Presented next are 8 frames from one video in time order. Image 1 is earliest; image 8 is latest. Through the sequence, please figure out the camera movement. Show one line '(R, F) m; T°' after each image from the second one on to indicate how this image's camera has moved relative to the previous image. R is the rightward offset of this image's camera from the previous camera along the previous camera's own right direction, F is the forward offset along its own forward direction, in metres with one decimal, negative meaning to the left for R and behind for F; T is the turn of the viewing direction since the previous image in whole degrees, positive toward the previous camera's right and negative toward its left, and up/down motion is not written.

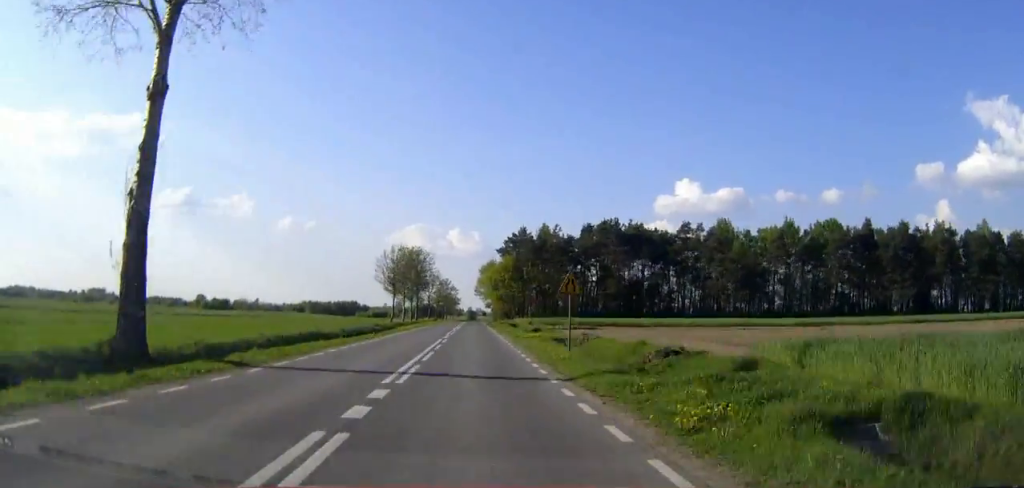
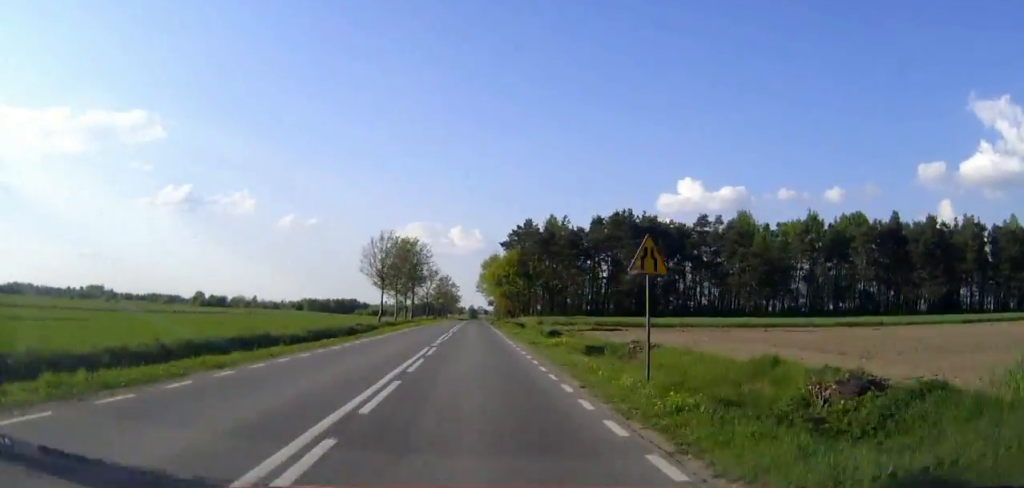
(0.0, +10.4) m; 0°
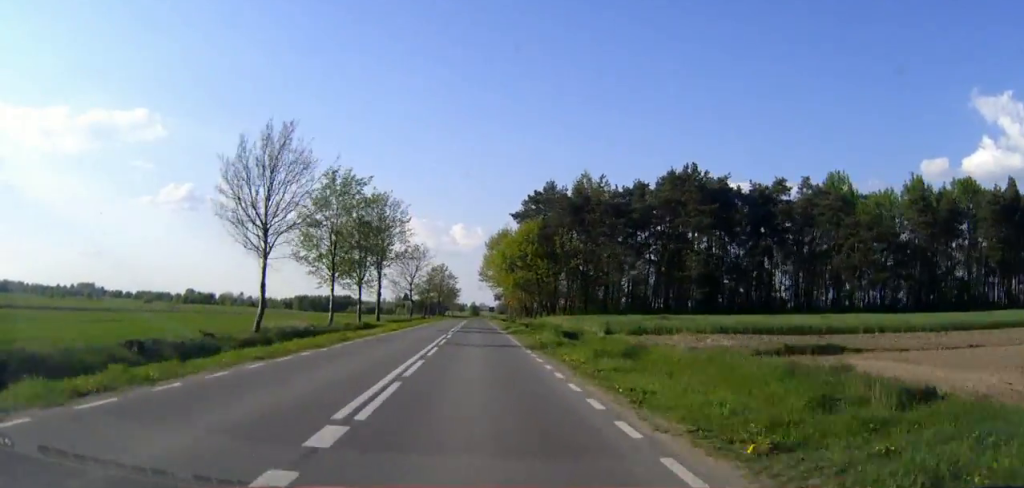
(0.0, +37.3) m; 0°
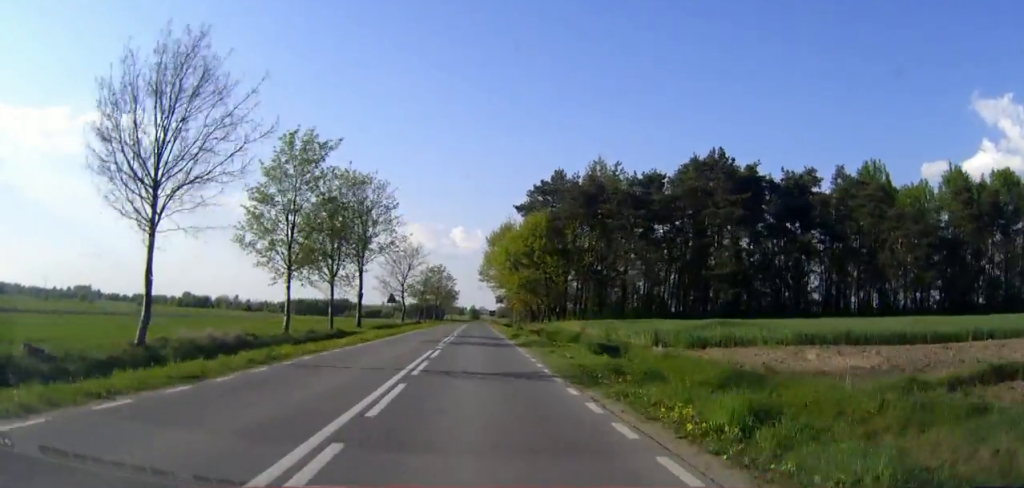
(0.0, +10.6) m; 0°
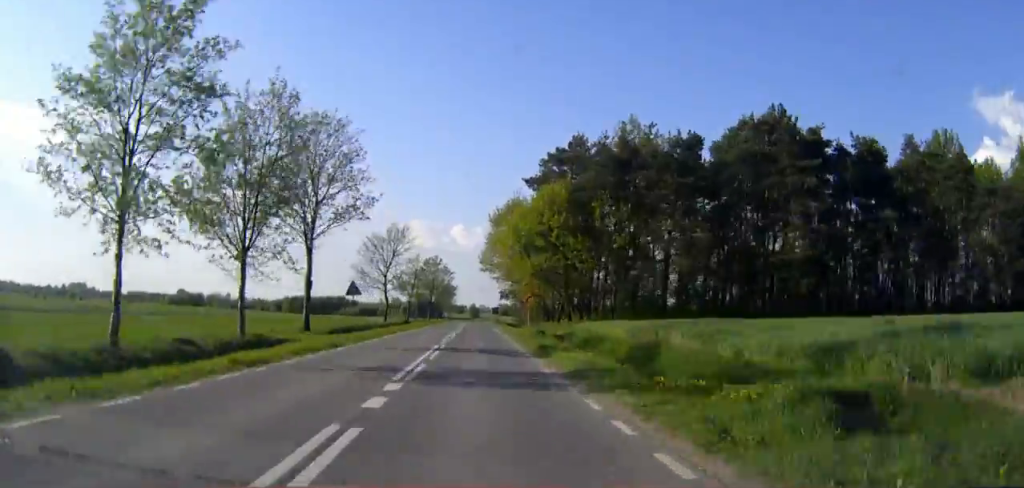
(0.0, +17.0) m; 0°
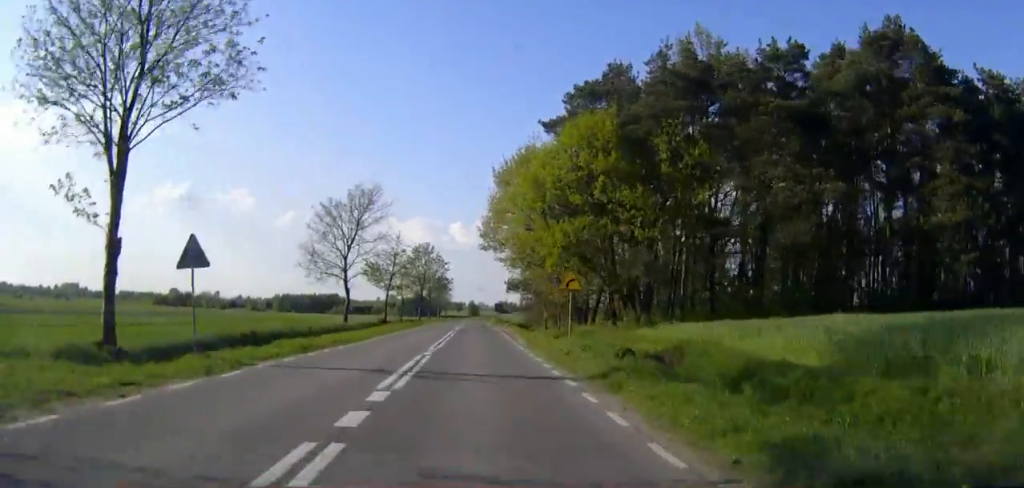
(0.0, +21.1) m; 0°
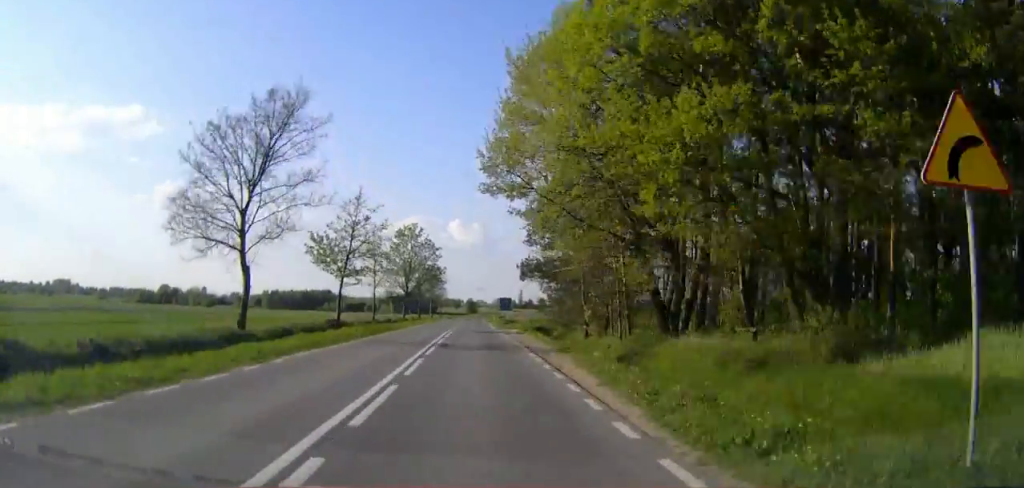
(0.0, +22.0) m; 0°
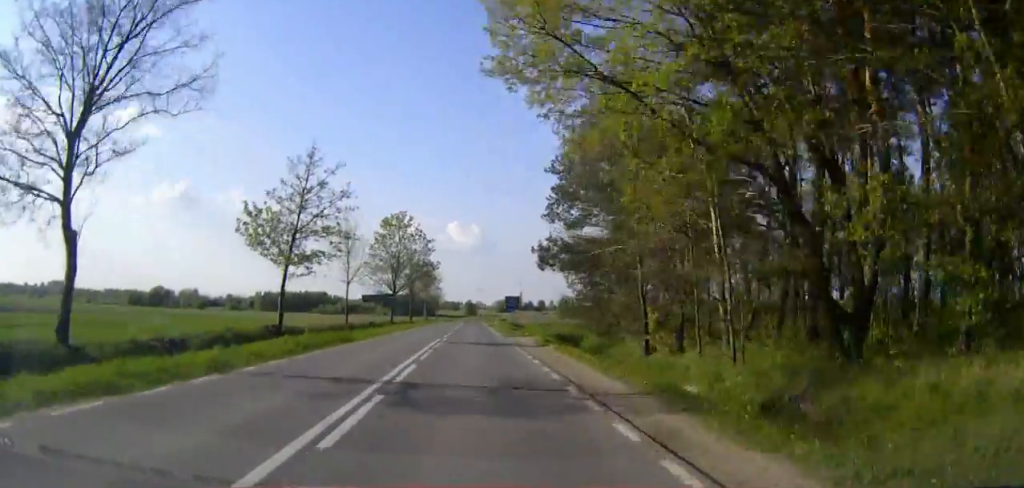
(0.0, +13.2) m; 0°
